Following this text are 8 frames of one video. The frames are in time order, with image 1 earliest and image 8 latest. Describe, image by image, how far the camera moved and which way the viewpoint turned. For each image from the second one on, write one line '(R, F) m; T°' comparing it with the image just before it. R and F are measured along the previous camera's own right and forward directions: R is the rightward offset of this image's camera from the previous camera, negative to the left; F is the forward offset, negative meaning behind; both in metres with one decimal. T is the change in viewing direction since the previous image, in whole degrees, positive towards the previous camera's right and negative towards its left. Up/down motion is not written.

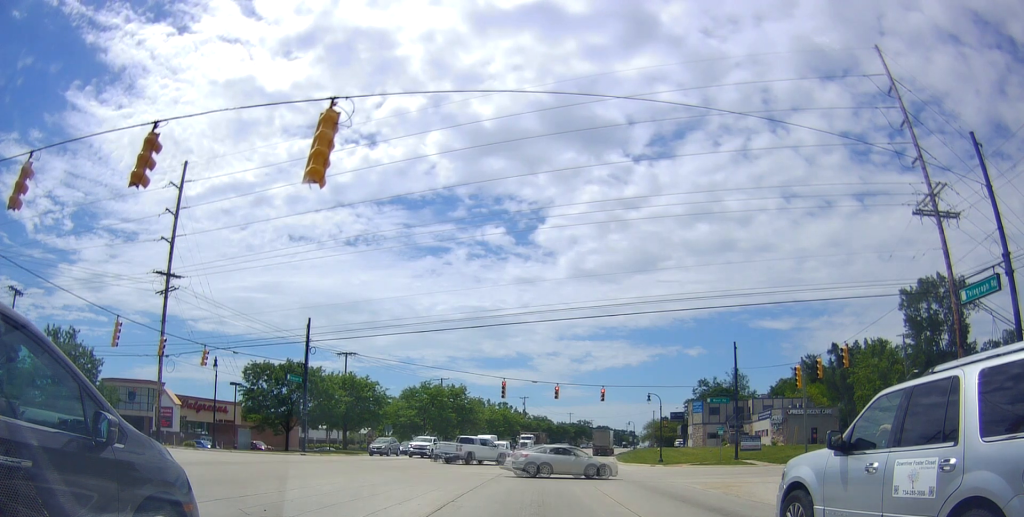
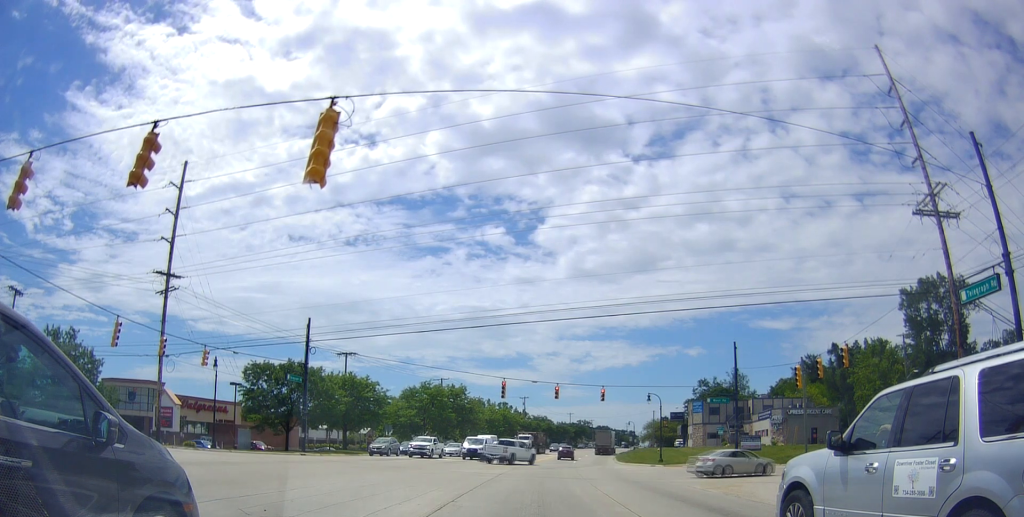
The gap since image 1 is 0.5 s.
(0.0, 0.0) m; 0°
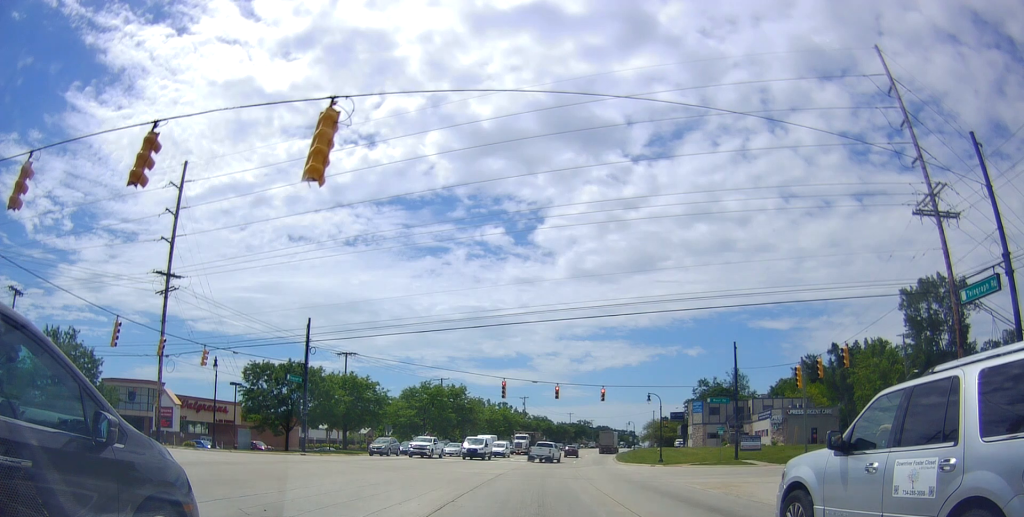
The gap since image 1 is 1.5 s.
(0.0, 0.0) m; 0°
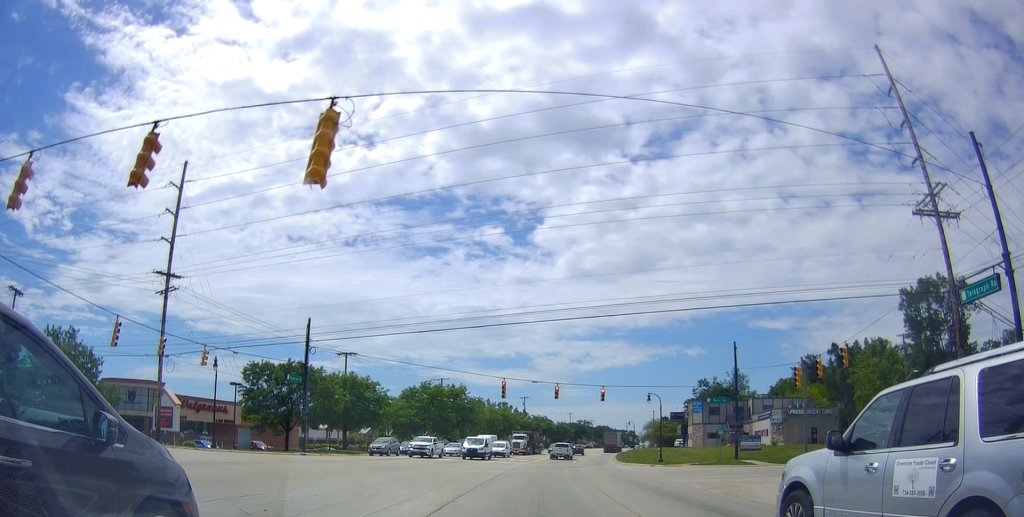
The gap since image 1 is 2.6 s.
(0.0, 0.0) m; 0°
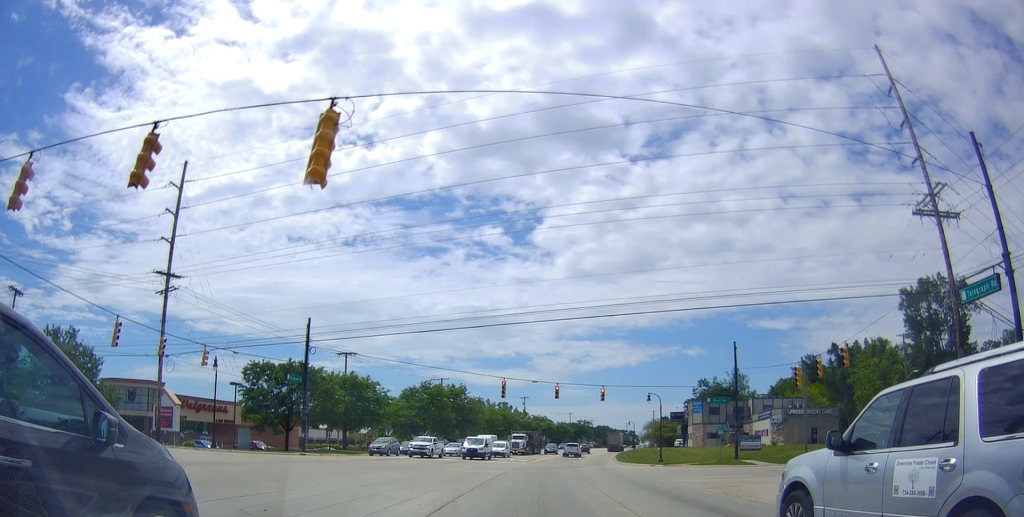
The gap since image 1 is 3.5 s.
(0.0, 0.0) m; 0°
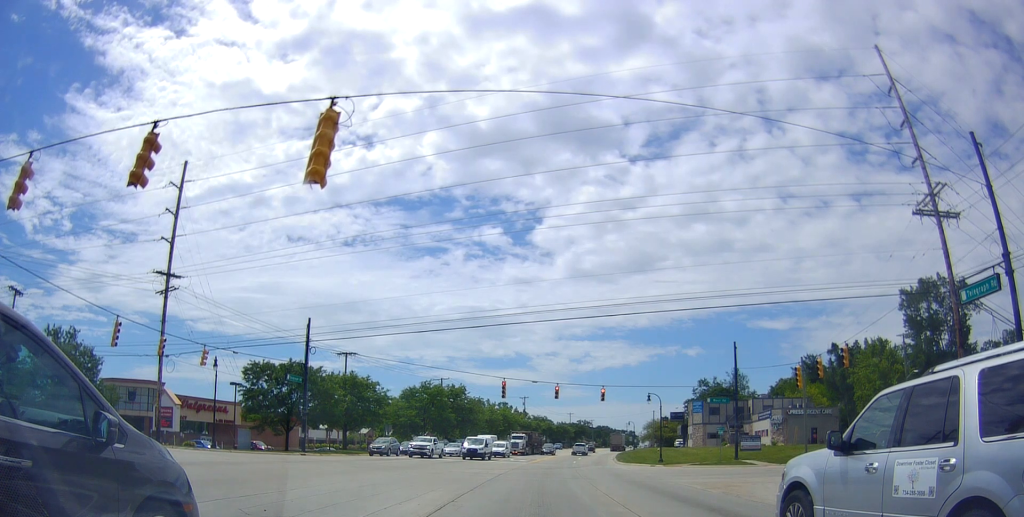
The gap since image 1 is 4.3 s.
(0.0, 0.0) m; 0°
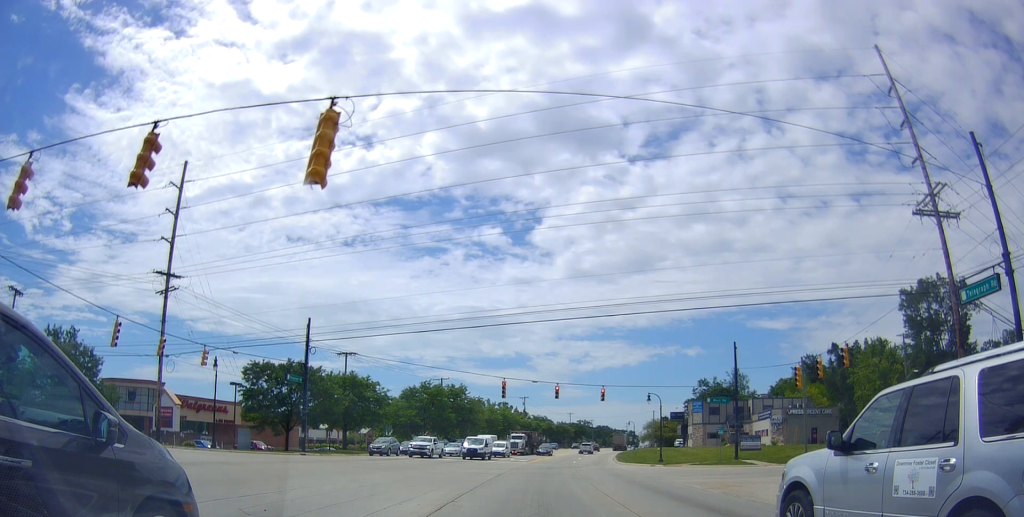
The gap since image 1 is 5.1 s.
(0.0, 0.0) m; 0°
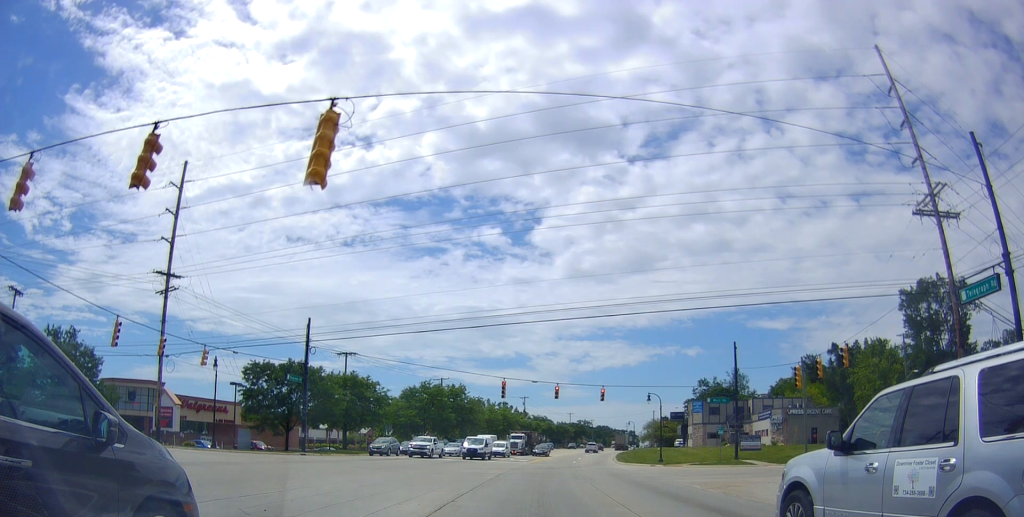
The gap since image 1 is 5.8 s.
(0.0, 0.0) m; 0°
